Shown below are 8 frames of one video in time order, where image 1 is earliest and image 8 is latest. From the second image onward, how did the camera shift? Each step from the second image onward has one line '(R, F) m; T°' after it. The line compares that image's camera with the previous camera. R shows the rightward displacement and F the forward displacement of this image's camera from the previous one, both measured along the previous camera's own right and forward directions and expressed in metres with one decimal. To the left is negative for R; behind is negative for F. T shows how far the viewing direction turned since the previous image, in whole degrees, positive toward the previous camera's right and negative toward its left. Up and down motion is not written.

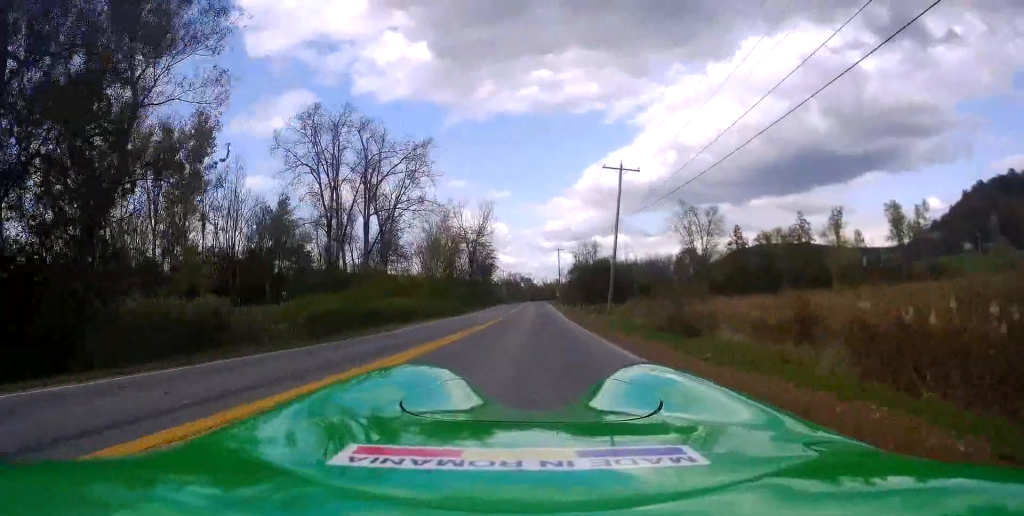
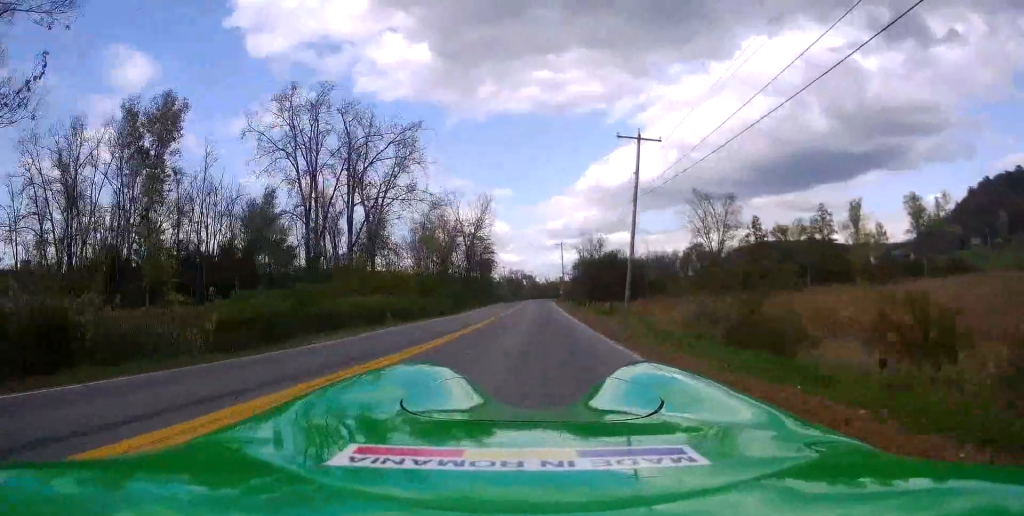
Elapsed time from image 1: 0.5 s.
(+0.2, +7.1) m; 0°
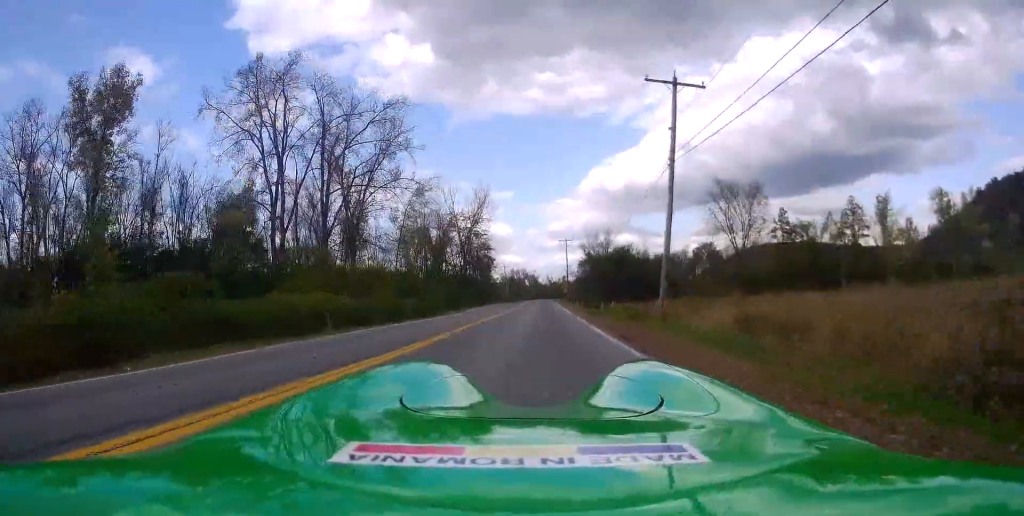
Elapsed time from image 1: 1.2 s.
(-0.3, +8.8) m; 0°
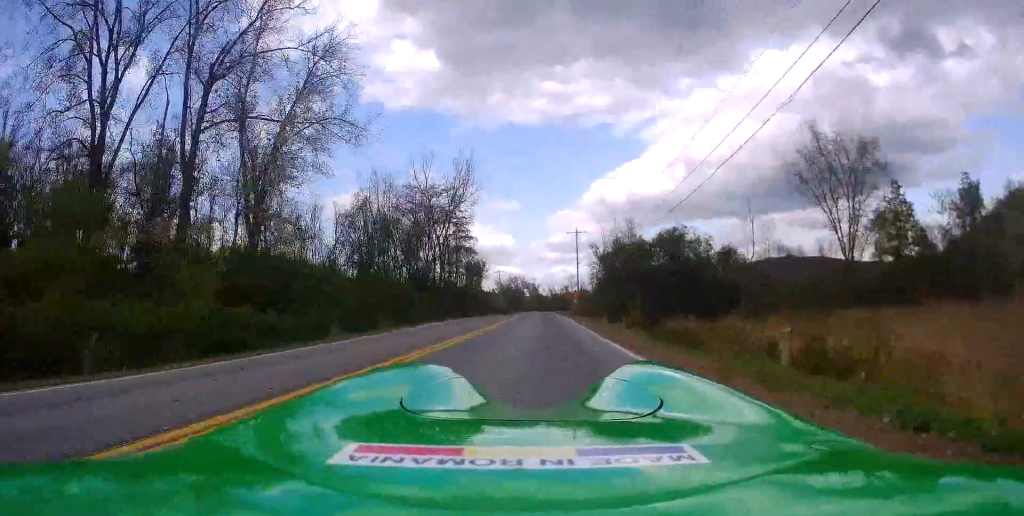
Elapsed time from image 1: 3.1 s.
(0.0, +25.2) m; 0°
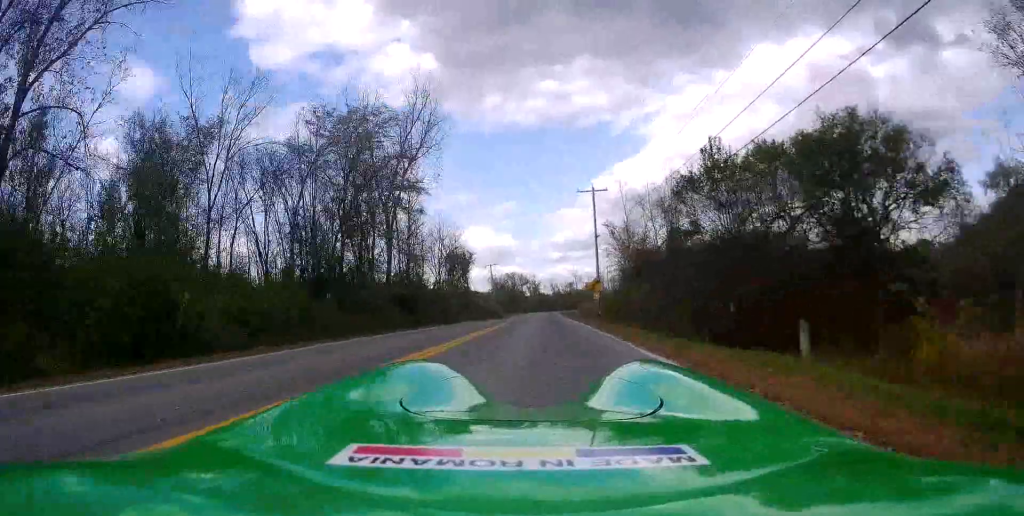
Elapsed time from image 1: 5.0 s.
(+0.1, +24.7) m; 0°
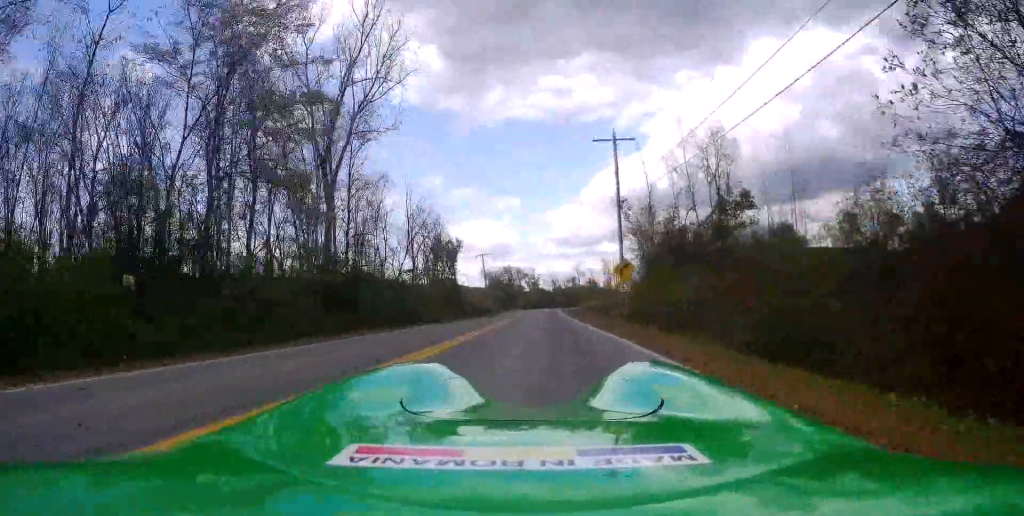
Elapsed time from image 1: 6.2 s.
(-0.1, +14.8) m; 0°
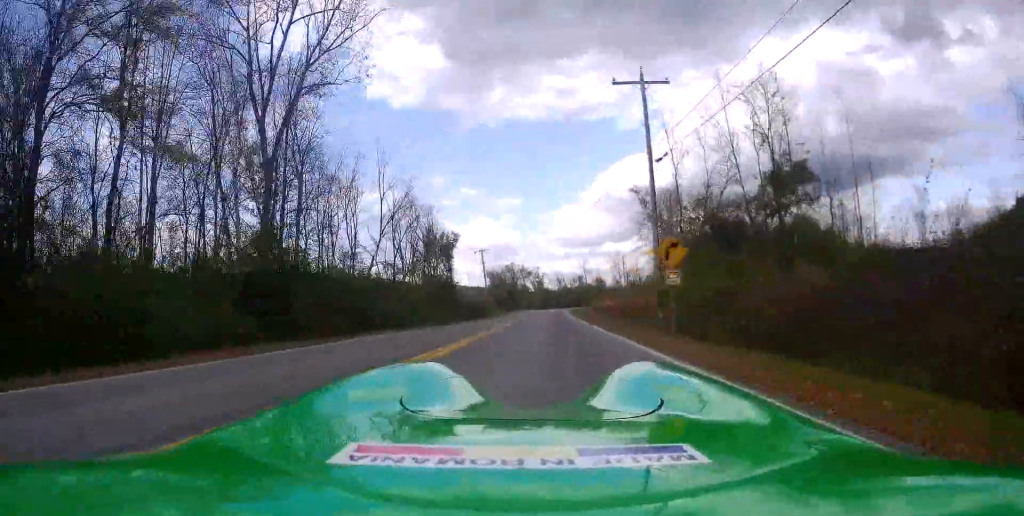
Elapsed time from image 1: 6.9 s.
(0.0, +8.4) m; 0°
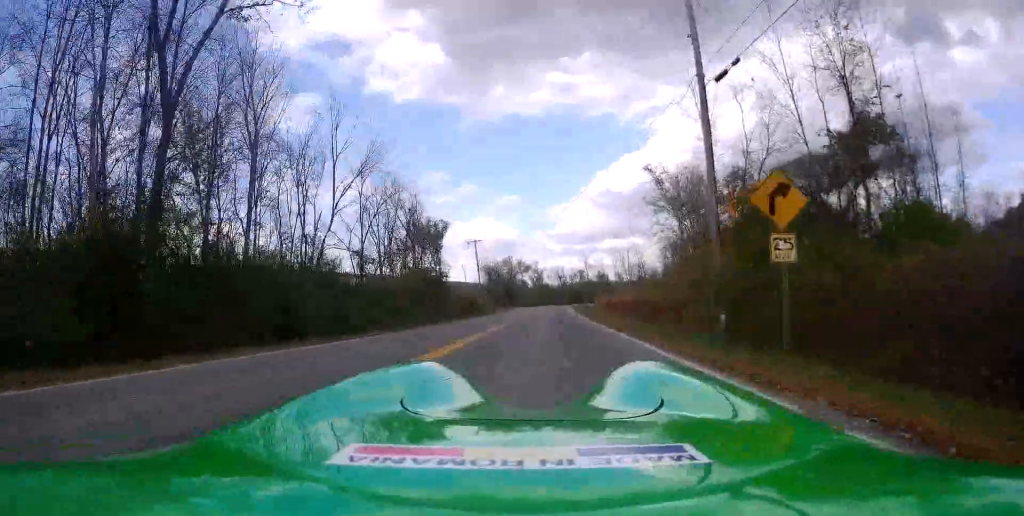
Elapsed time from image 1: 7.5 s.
(0.0, +8.3) m; 0°
